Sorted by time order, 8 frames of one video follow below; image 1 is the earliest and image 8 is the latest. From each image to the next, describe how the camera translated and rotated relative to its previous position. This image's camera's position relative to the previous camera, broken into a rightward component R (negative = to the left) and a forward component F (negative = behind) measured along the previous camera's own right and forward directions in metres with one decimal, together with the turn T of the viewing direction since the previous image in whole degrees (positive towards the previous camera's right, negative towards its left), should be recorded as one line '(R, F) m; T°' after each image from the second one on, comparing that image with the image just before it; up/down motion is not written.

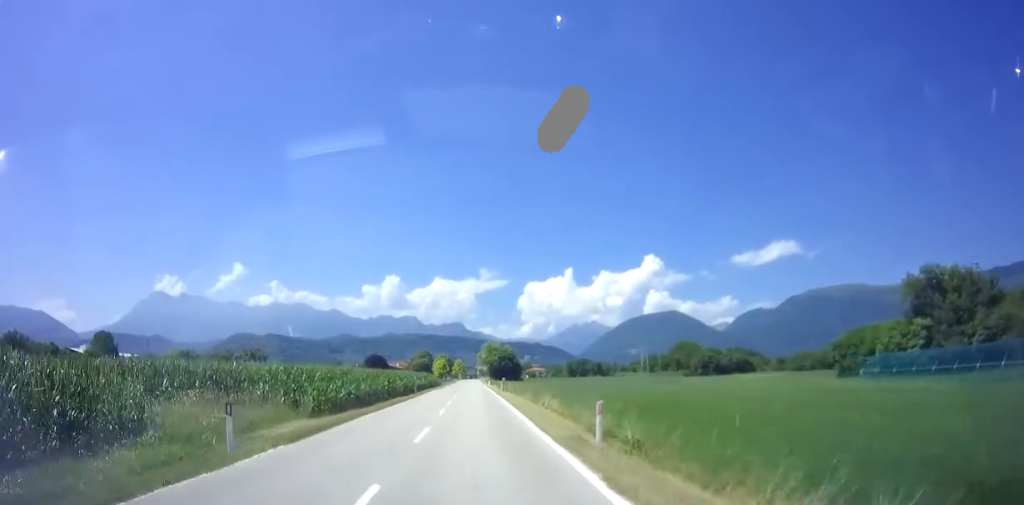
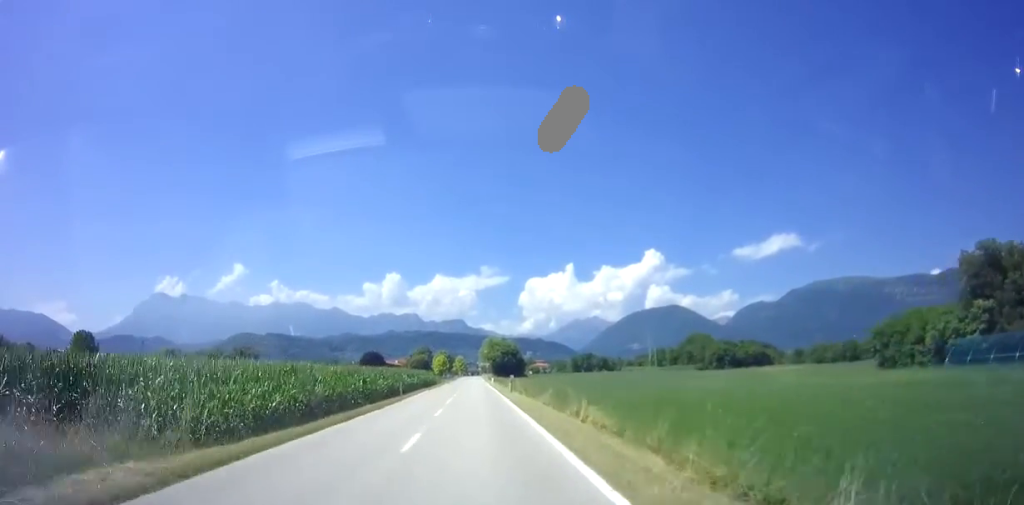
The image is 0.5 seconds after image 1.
(0.0, +8.5) m; 0°
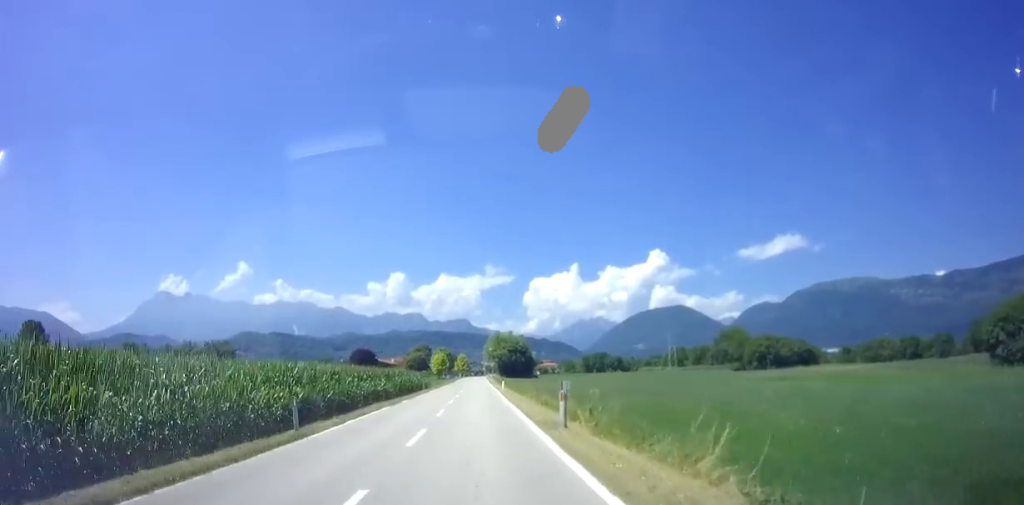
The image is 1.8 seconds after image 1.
(0.0, +19.4) m; 0°
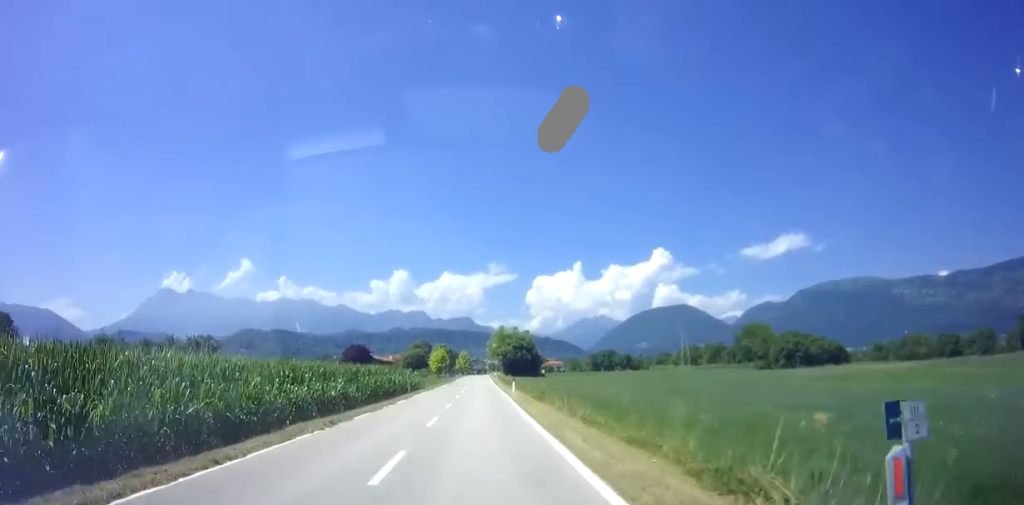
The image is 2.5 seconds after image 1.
(+0.1, +10.7) m; 0°
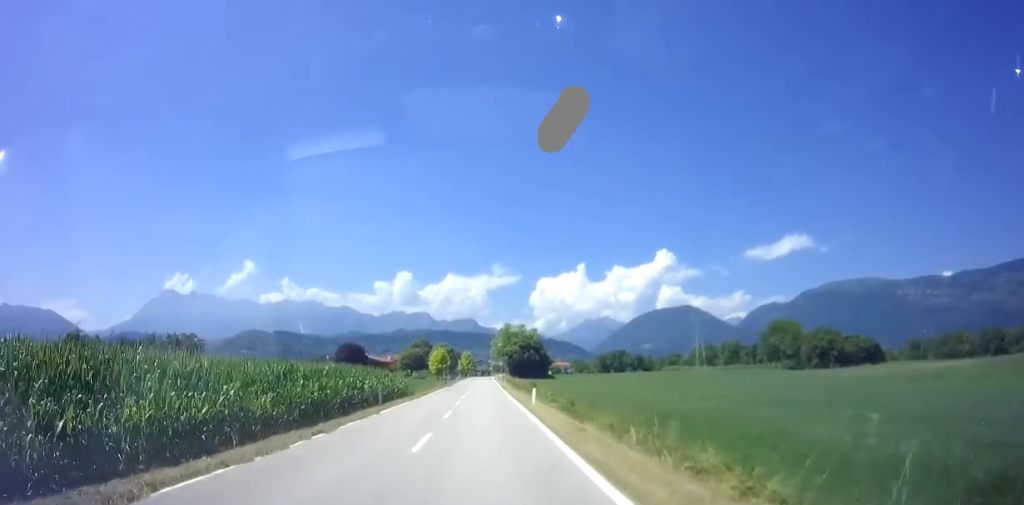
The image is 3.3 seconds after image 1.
(-0.1, +11.4) m; -1°
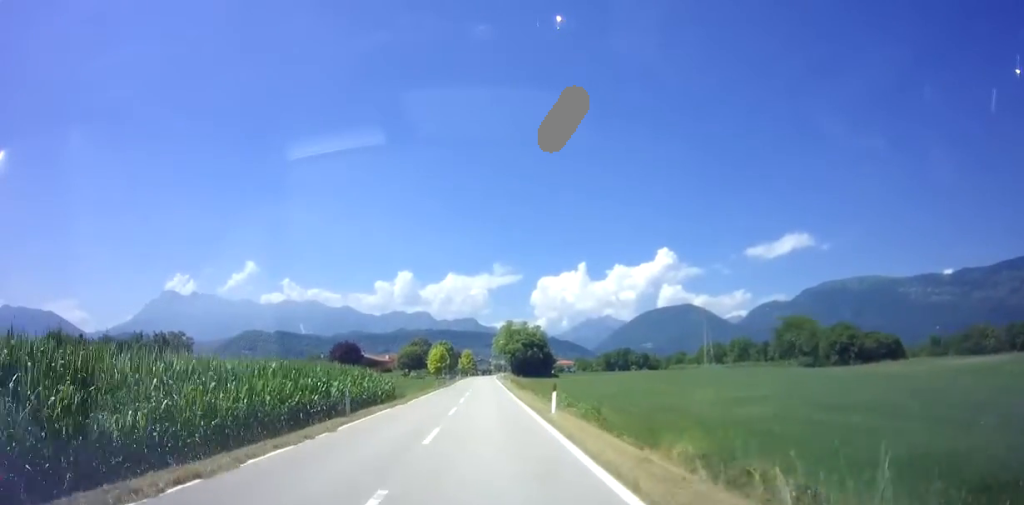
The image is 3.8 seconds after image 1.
(0.0, +6.1) m; 0°
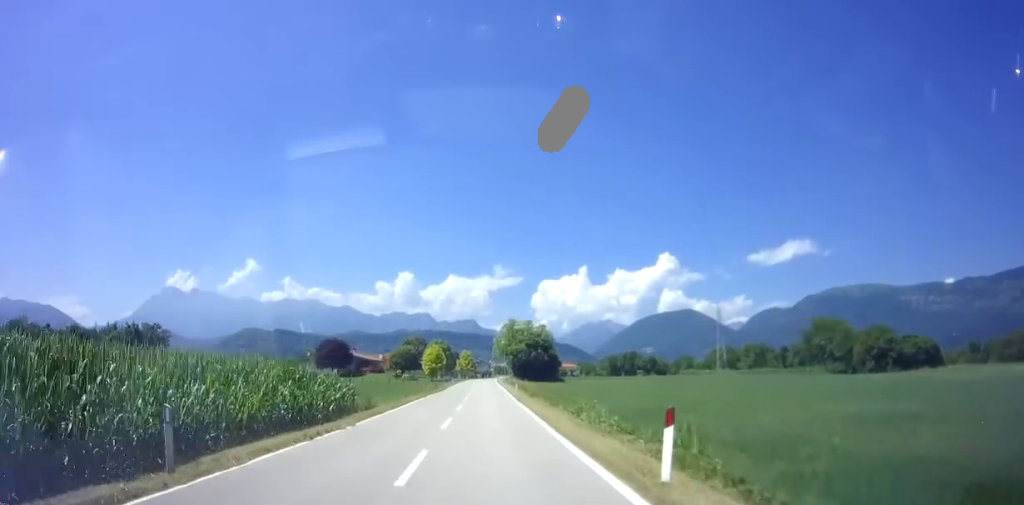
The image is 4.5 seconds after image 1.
(0.0, +10.9) m; 0°
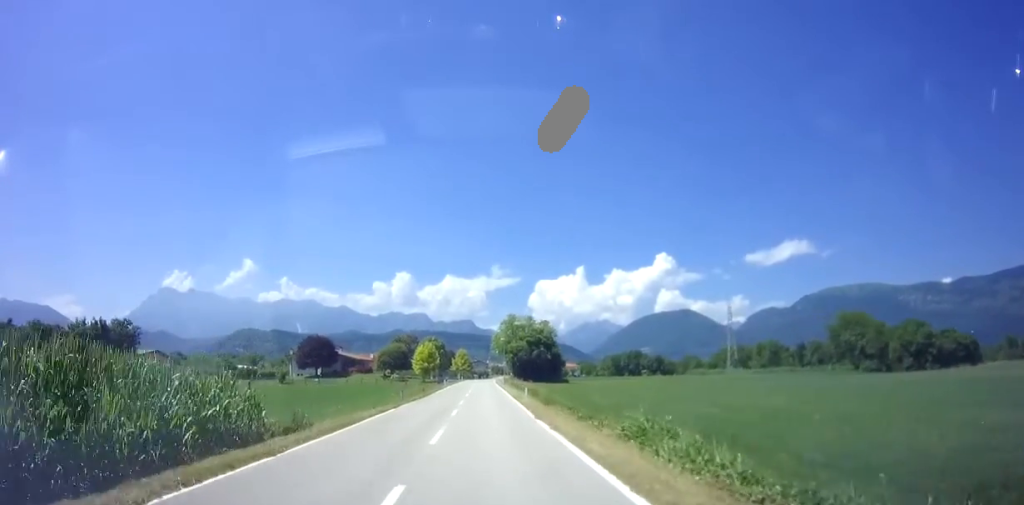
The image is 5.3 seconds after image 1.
(0.0, +10.4) m; 0°
